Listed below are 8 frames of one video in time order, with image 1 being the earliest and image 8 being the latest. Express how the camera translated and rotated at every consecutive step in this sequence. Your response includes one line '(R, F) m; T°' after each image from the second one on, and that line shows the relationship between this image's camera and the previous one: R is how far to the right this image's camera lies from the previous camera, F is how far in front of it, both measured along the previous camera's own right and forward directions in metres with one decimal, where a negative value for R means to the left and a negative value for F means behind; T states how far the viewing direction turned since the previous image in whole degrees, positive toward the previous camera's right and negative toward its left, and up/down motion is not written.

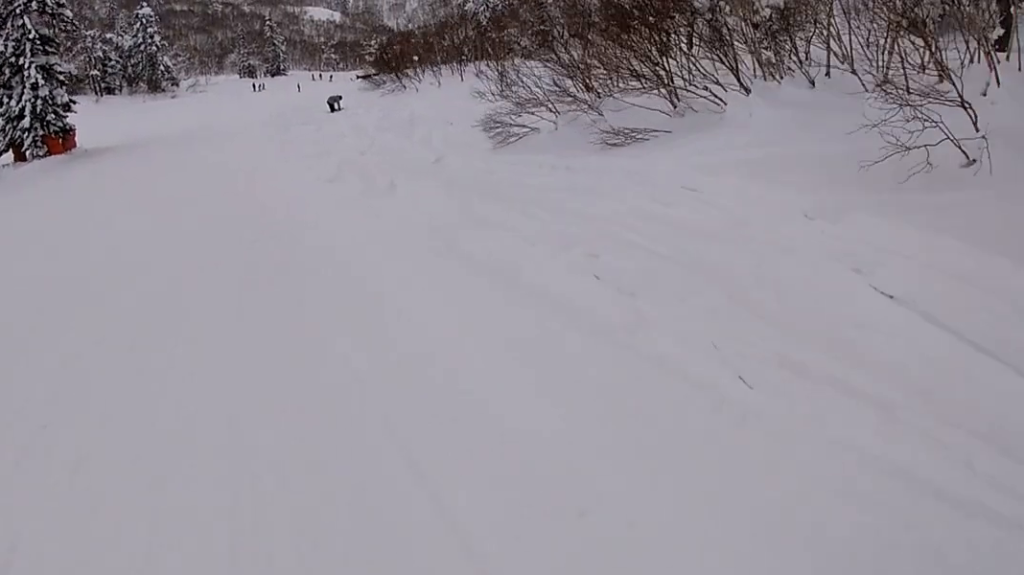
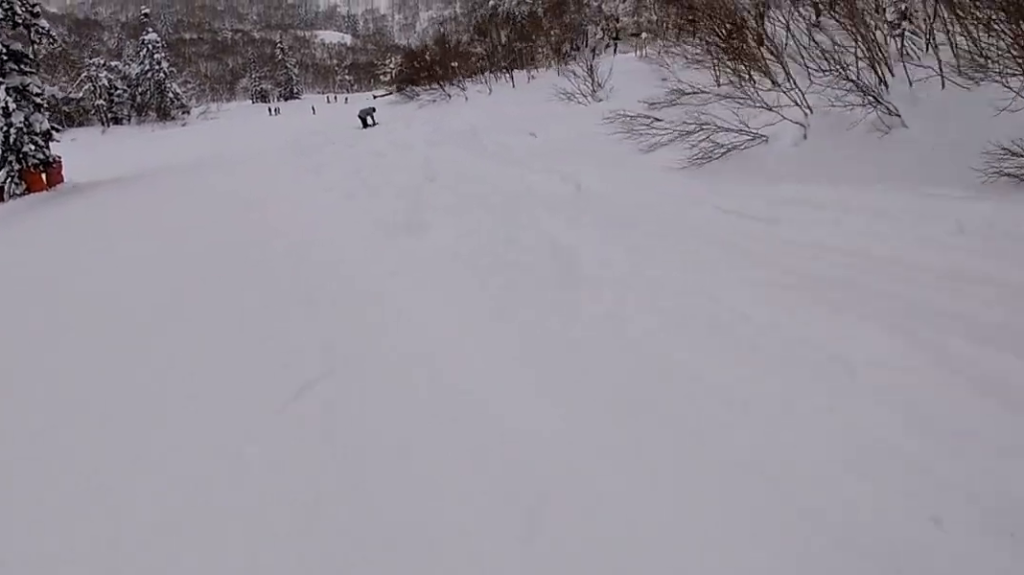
(+0.5, +6.4) m; 0°
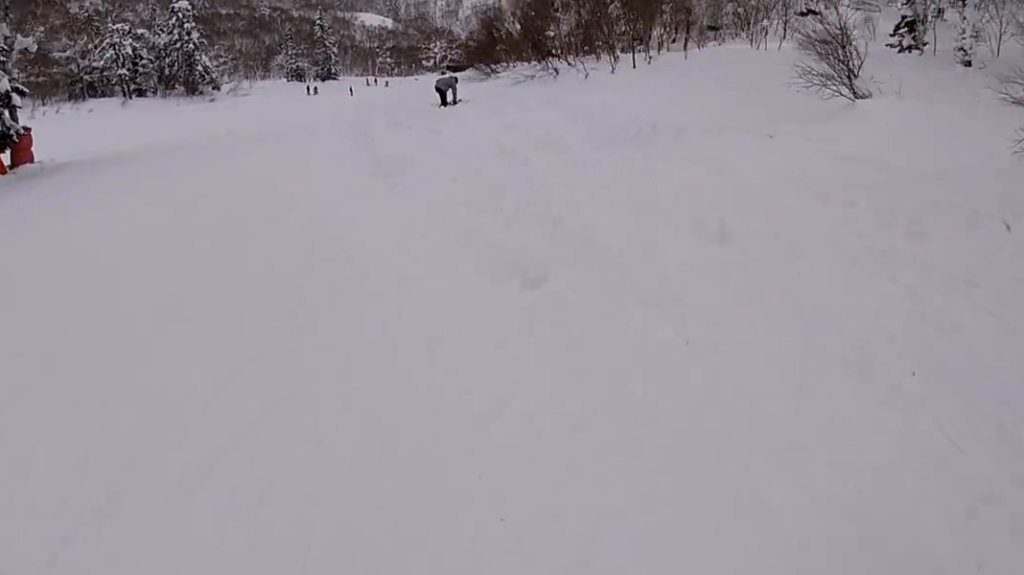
(-0.9, +8.4) m; 0°
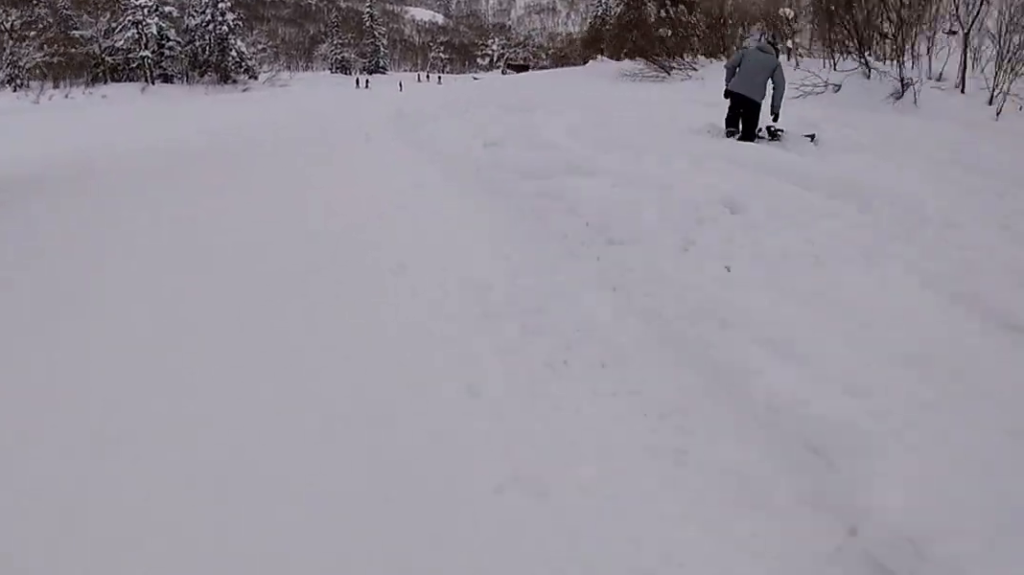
(+0.8, +12.3) m; 0°
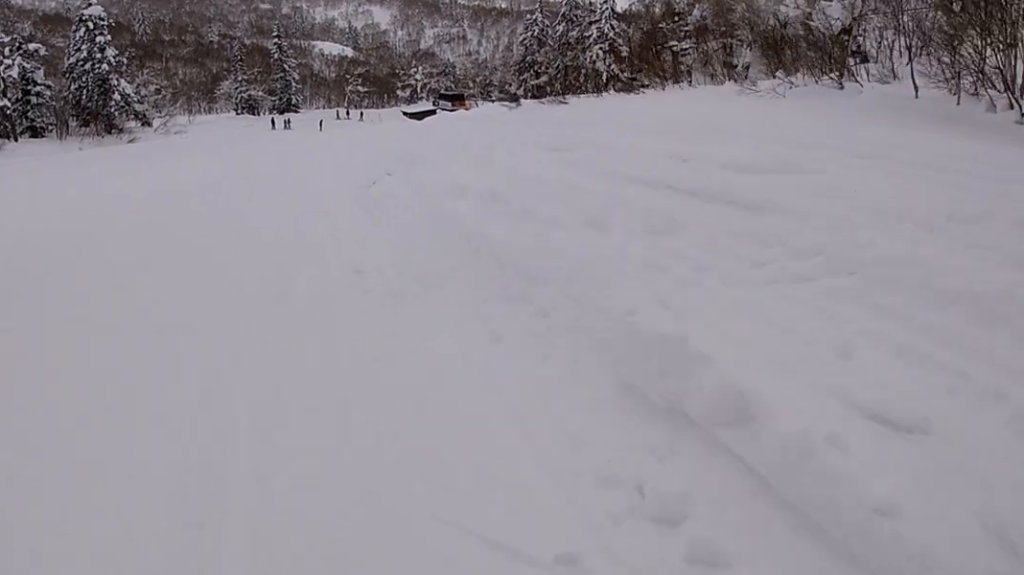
(+0.2, +17.4) m; +6°
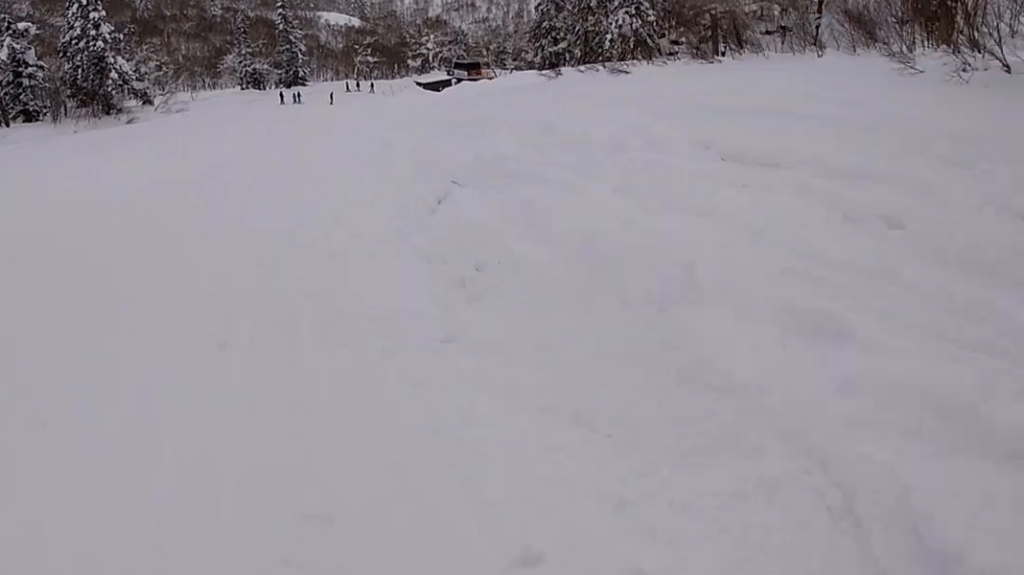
(0.0, +4.3) m; 0°
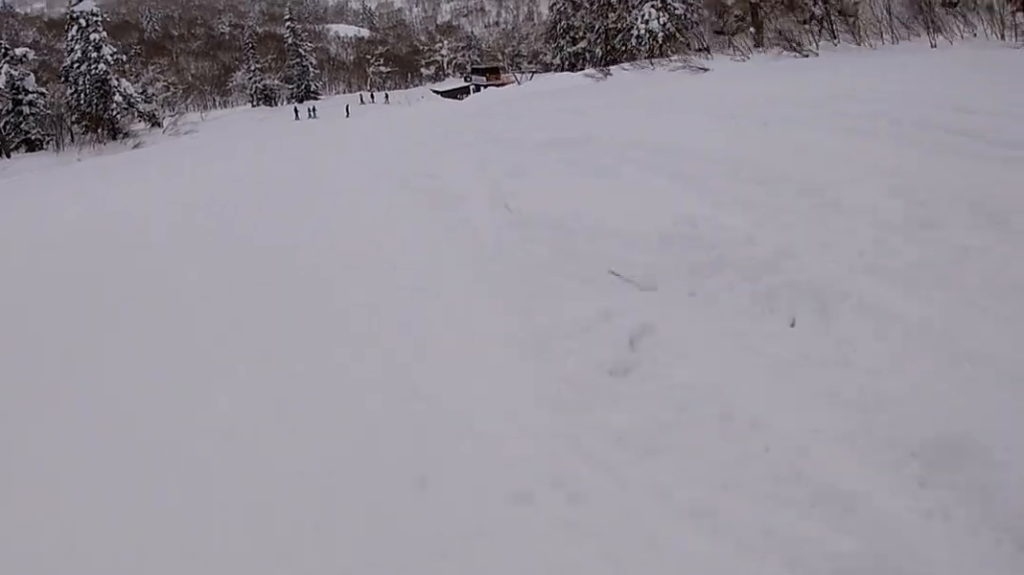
(0.0, +4.3) m; 0°
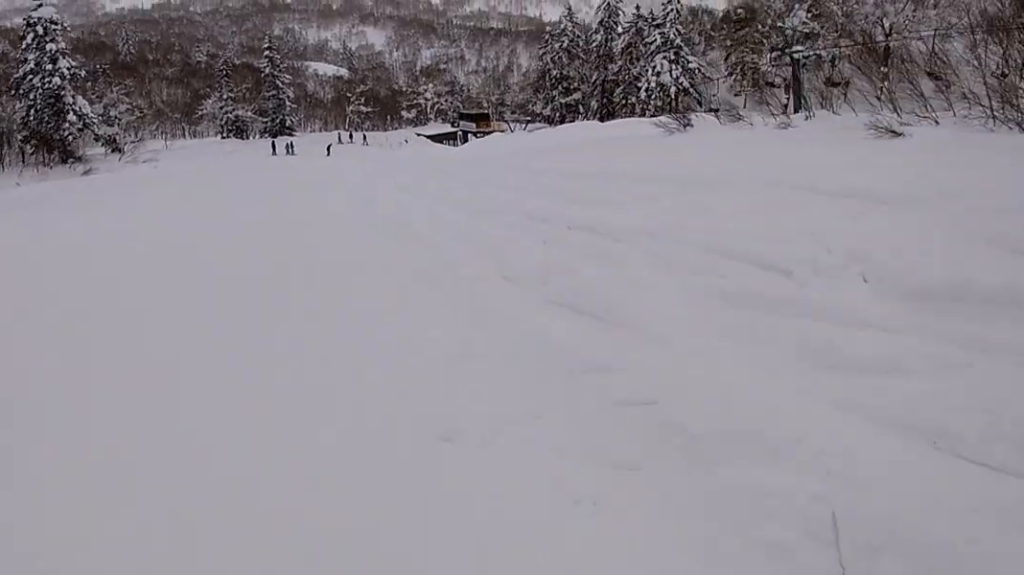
(0.0, +8.5) m; 0°
